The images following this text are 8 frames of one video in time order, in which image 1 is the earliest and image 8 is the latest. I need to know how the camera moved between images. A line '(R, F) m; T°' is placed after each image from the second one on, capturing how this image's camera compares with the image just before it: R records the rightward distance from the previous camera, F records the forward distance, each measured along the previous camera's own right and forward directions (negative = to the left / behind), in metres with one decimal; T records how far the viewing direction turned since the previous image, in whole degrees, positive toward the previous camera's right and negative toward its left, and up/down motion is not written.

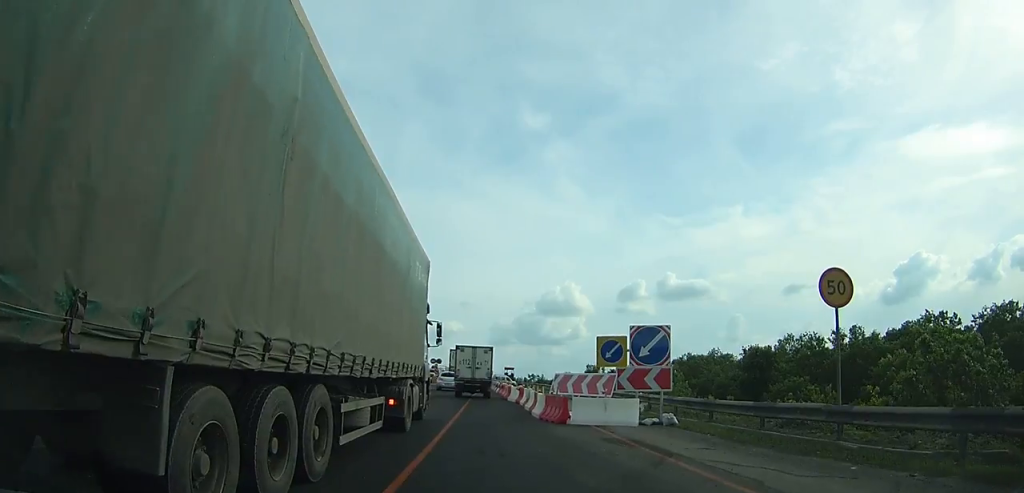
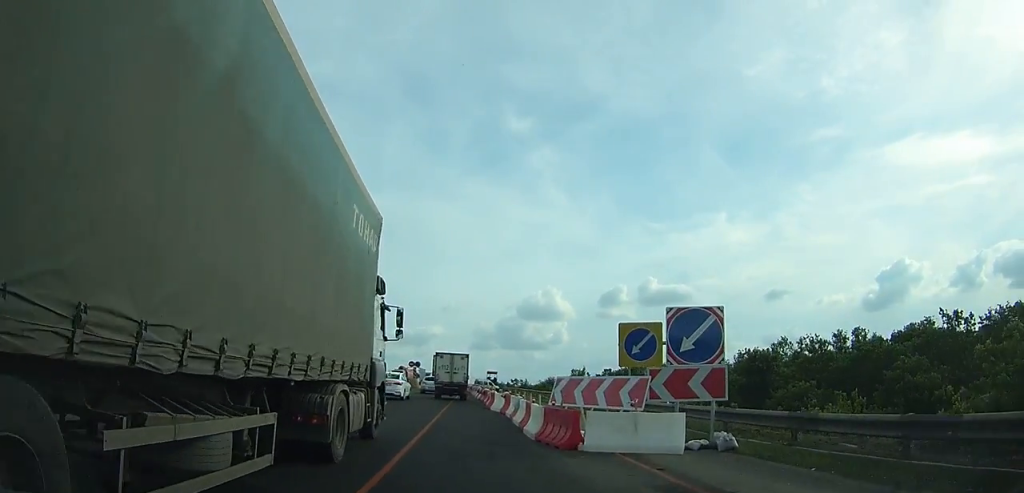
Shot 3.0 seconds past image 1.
(0.0, +8.2) m; -2°
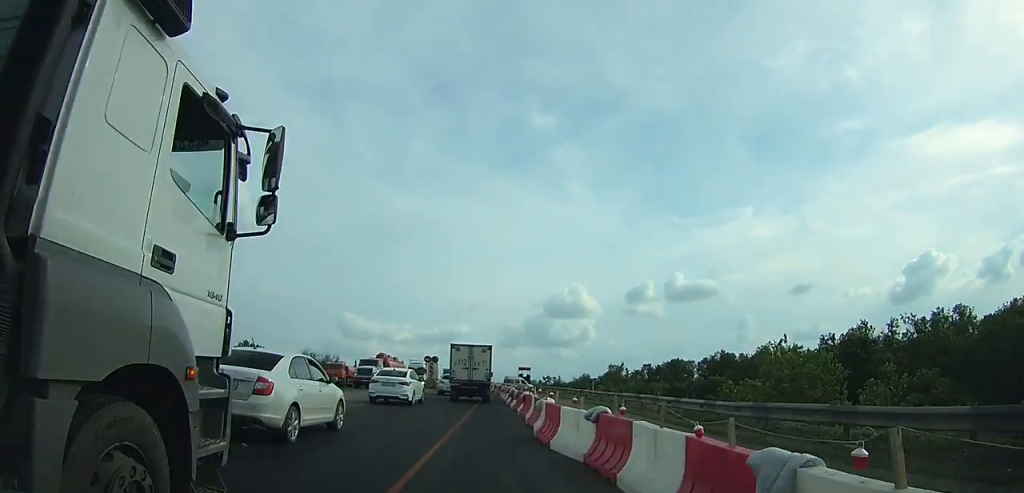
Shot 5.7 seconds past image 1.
(-0.2, +9.9) m; -1°
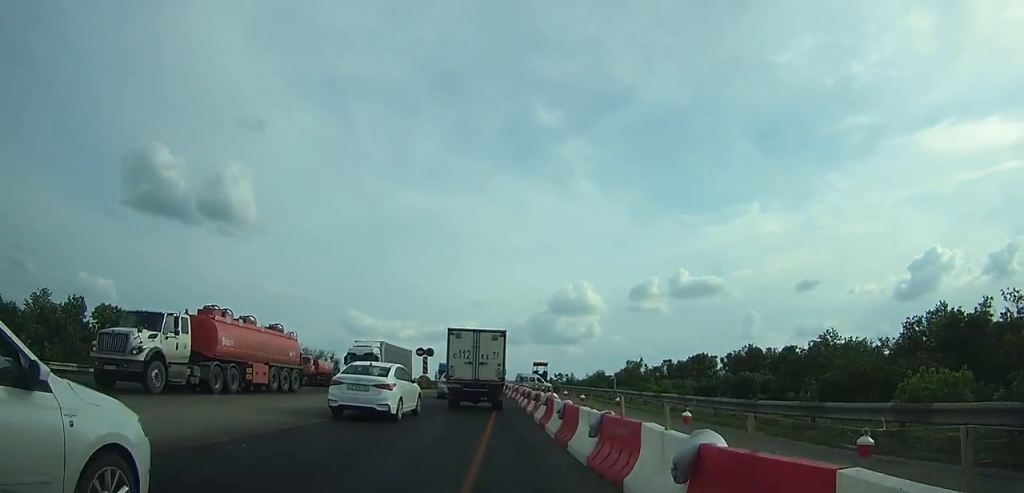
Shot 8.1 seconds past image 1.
(0.0, +9.2) m; +1°
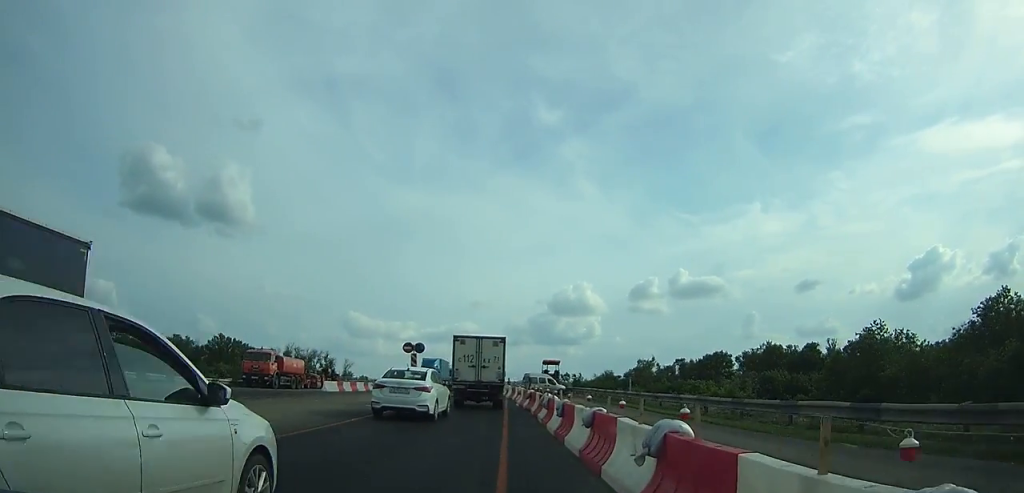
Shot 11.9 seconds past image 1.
(+0.3, +13.2) m; +1°
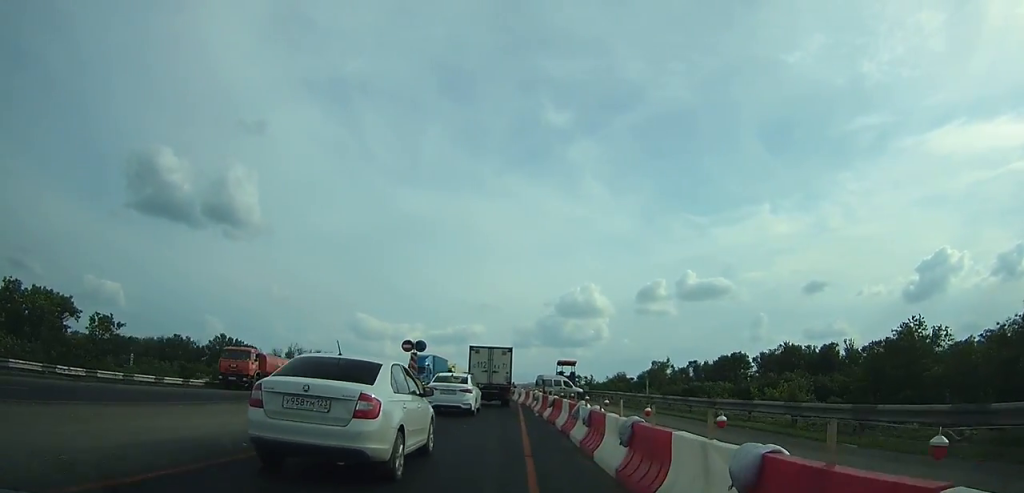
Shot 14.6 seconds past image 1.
(-0.1, +8.5) m; -1°
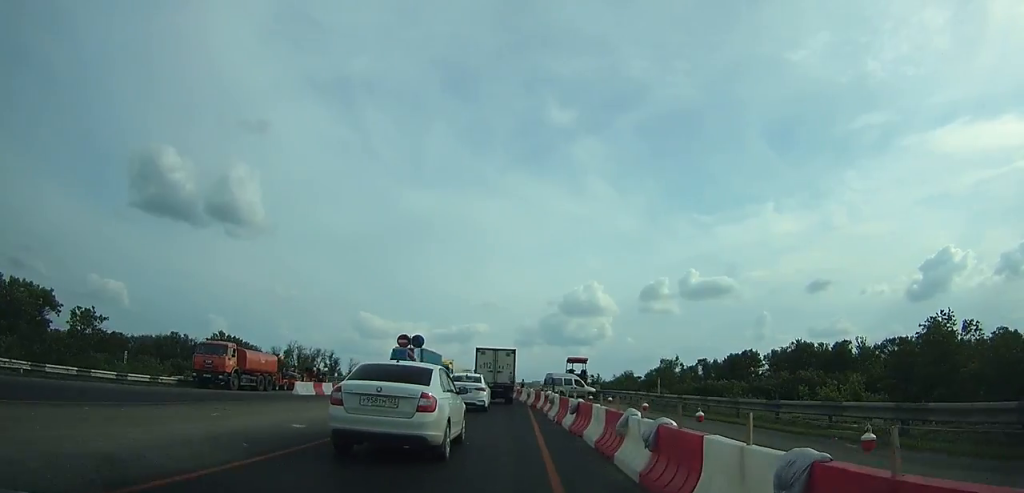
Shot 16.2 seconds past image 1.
(0.0, +5.1) m; -1°
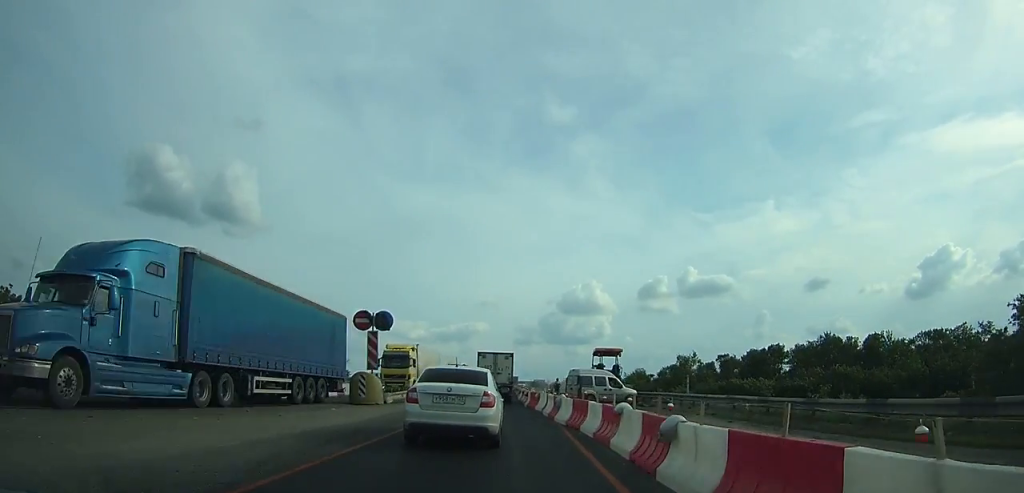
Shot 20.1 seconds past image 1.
(0.0, +13.0) m; -1°
